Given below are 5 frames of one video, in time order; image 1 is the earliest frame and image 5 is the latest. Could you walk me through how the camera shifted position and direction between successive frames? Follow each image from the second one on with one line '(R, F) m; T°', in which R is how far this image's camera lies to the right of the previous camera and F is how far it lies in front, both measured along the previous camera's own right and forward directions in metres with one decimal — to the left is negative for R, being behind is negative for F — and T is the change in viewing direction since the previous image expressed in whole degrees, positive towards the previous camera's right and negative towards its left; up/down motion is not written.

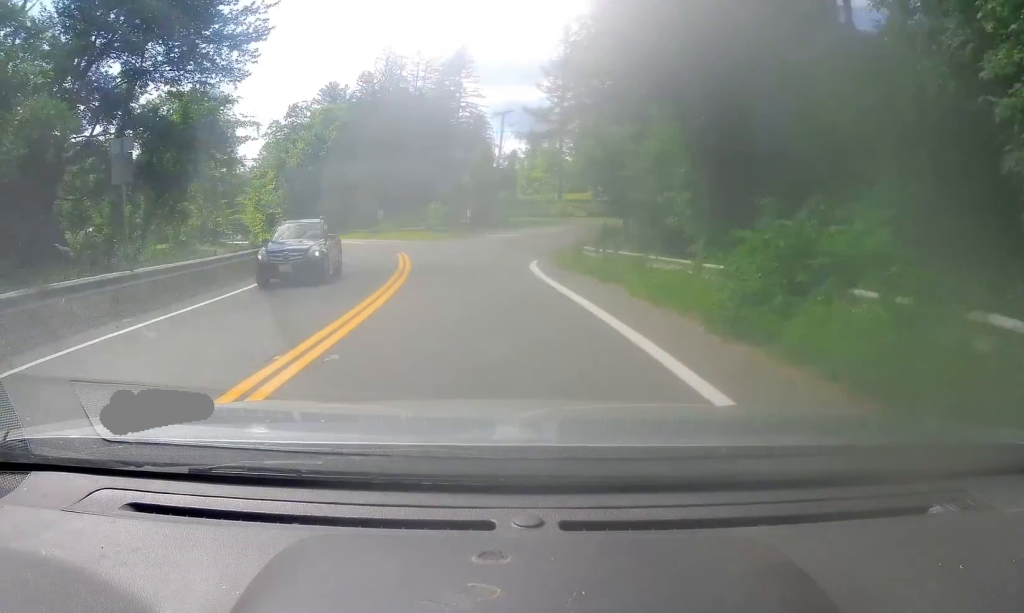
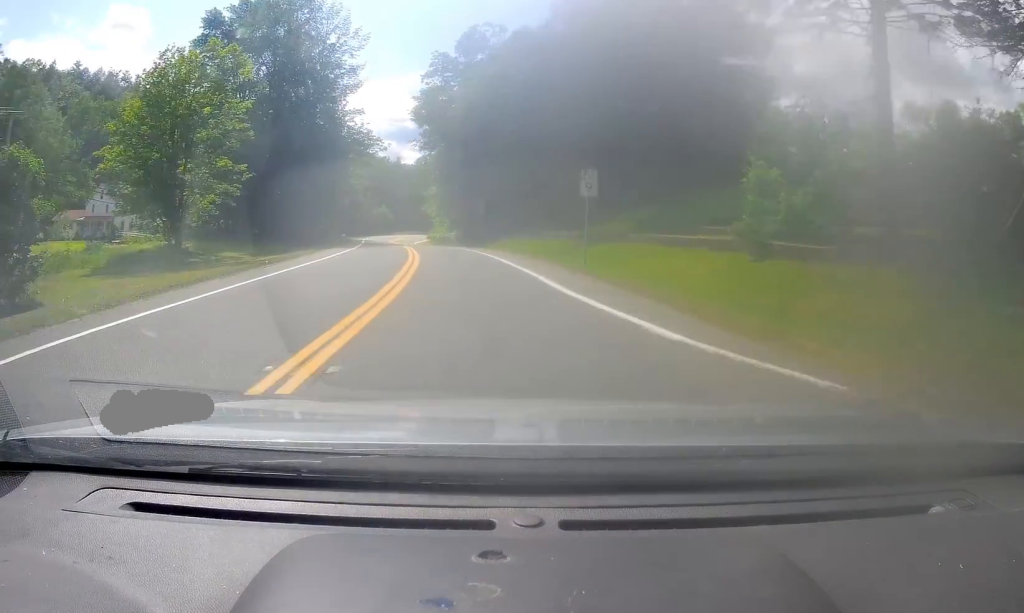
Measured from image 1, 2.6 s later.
(-9.8, +50.6) m; -21°
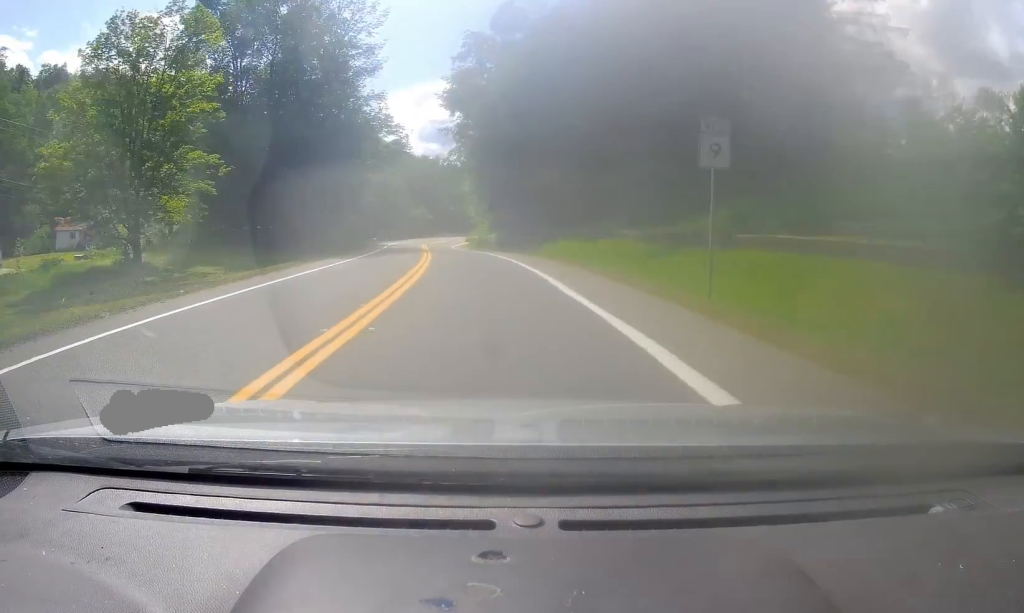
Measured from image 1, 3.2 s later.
(-0.4, +10.6) m; -4°
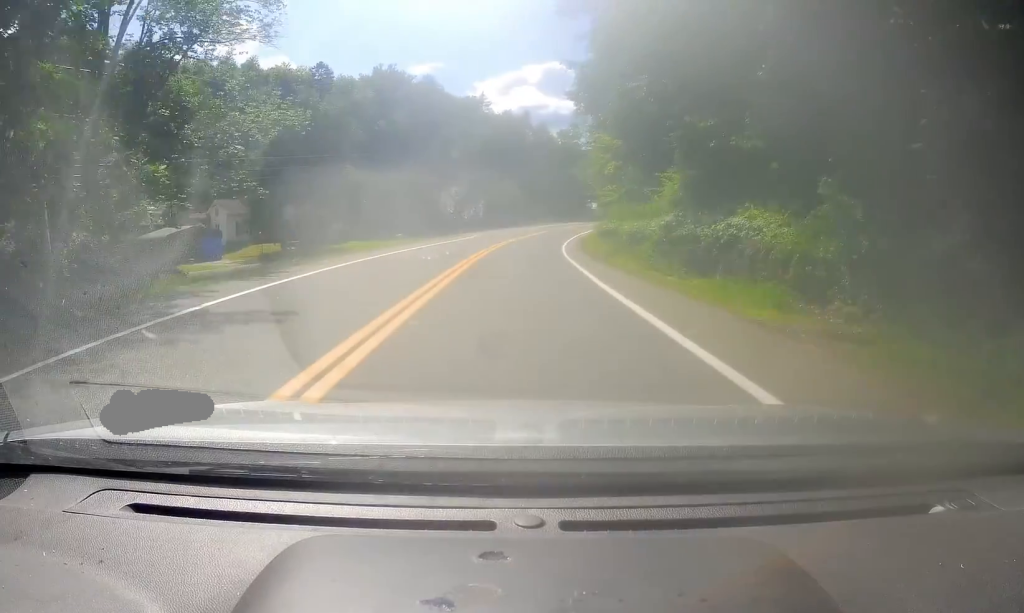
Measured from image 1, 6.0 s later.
(-7.6, +56.7) m; -11°
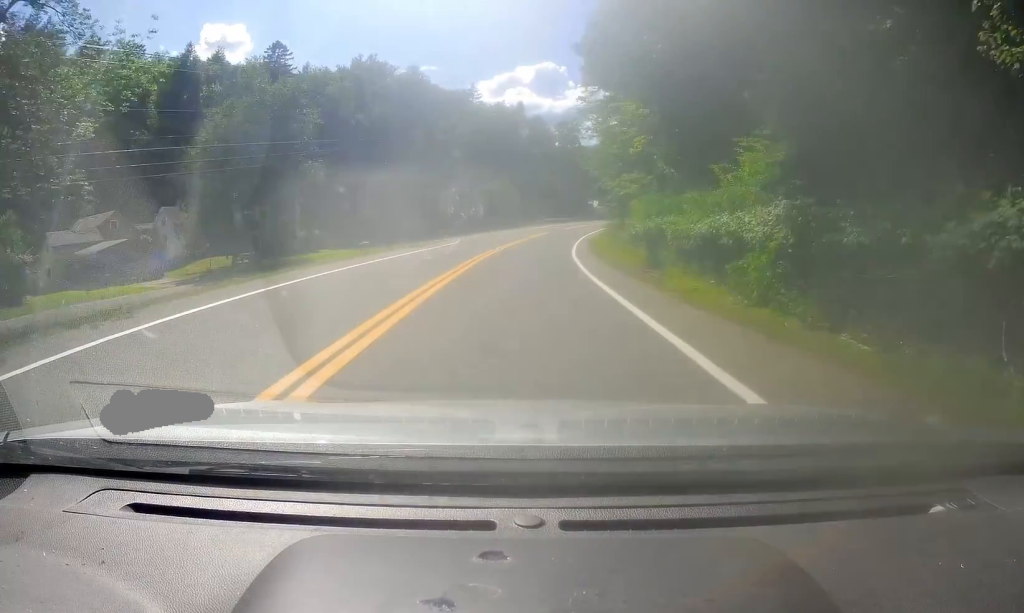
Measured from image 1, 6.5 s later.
(0.0, +11.4) m; +1°
